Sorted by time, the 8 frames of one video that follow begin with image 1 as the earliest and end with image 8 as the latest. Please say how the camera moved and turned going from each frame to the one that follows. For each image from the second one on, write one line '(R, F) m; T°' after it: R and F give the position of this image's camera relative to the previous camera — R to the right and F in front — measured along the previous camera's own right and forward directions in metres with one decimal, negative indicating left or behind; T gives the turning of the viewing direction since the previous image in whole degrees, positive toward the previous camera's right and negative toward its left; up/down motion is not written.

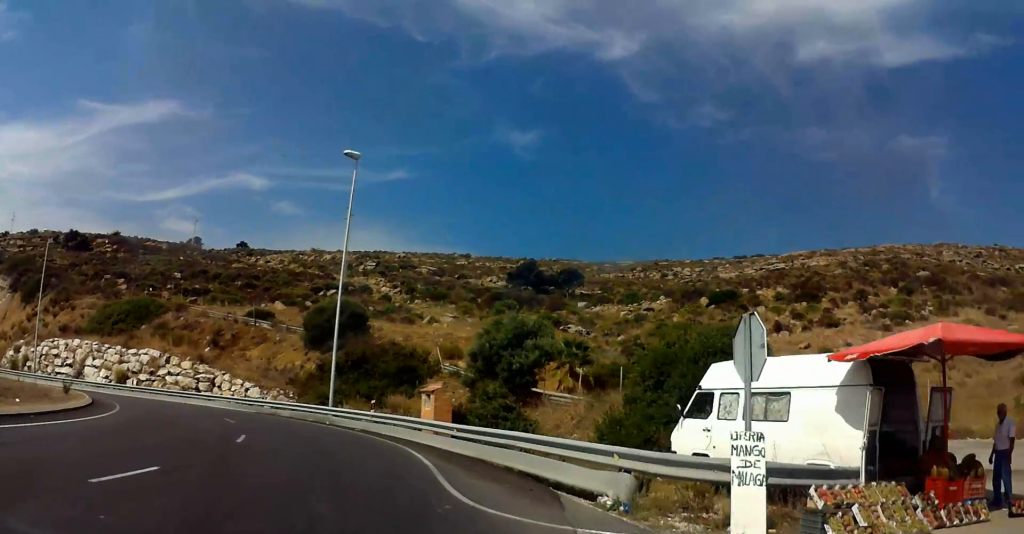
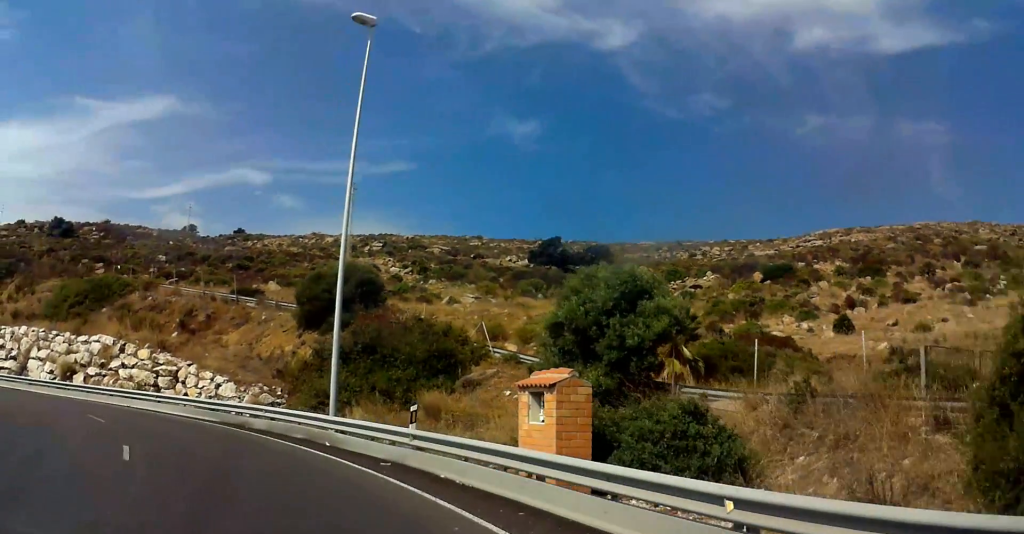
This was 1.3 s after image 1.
(-1.0, +13.0) m; -19°
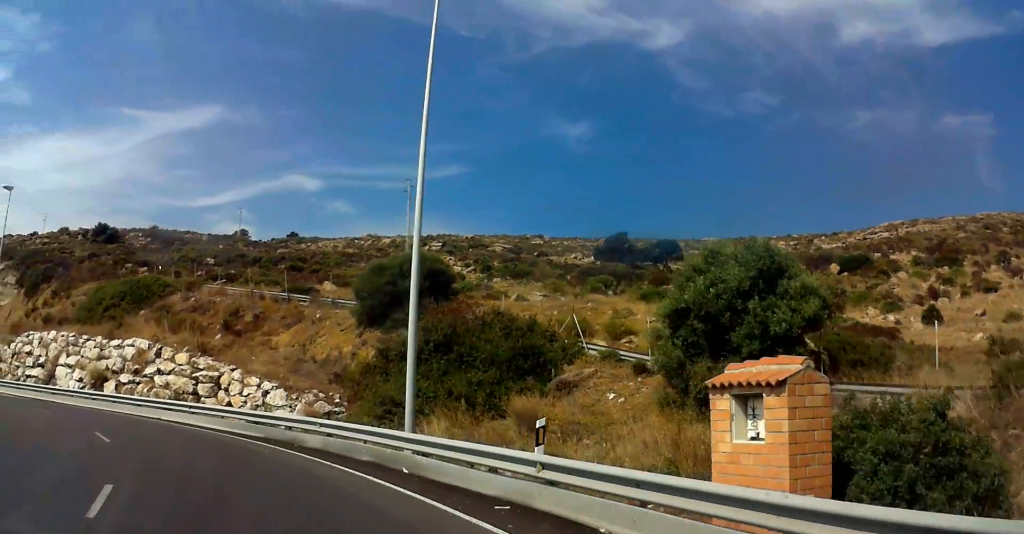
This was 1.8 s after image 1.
(+0.2, +4.5) m; -11°
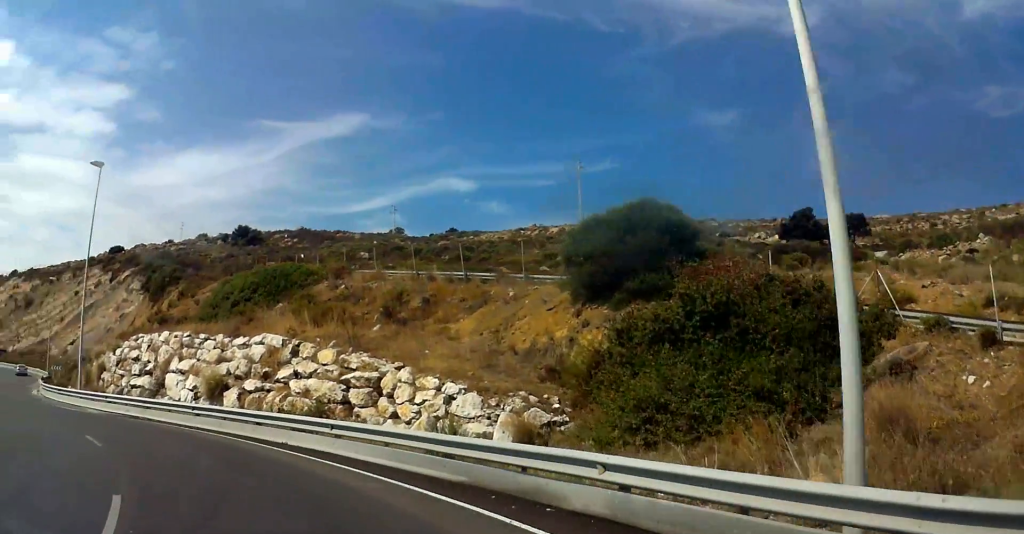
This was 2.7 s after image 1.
(-2.3, +8.0) m; -21°
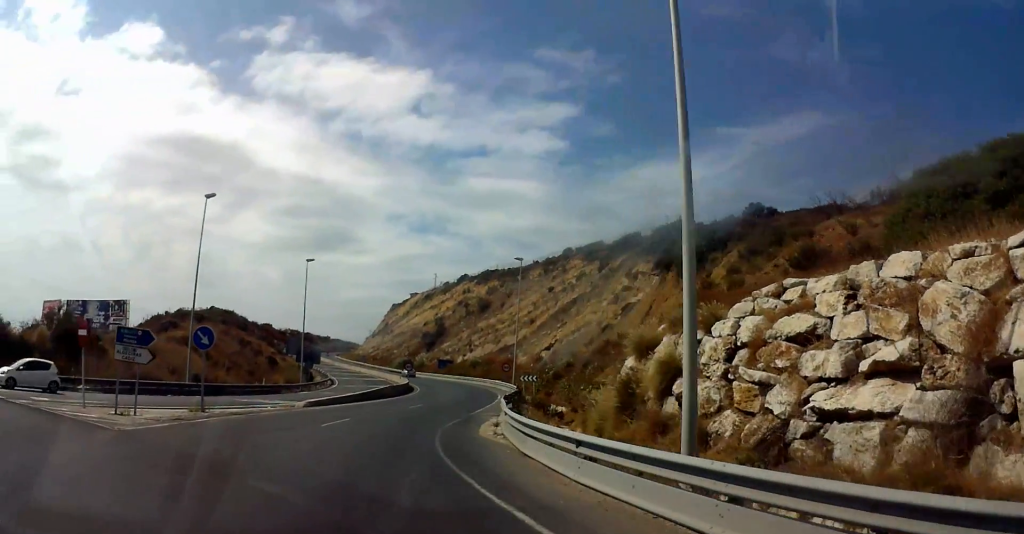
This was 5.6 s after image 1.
(-7.5, +24.3) m; -34°
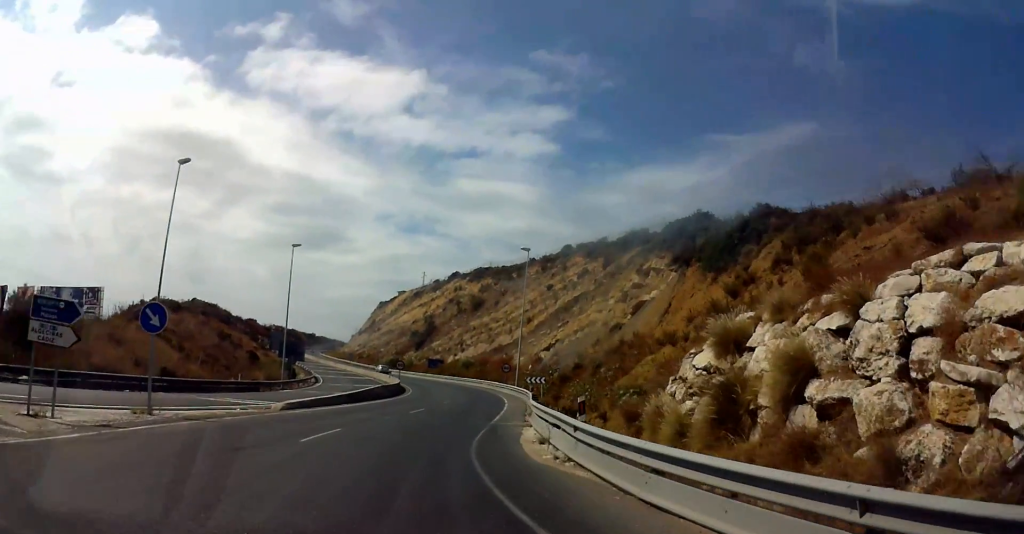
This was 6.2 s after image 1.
(-0.3, +6.6) m; -3°
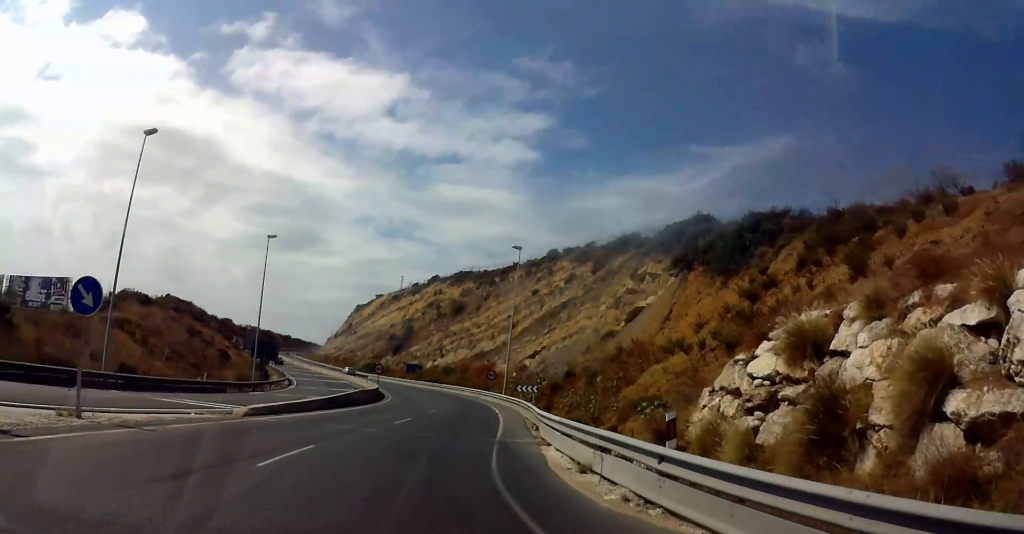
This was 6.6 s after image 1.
(-0.1, +4.6) m; -1°
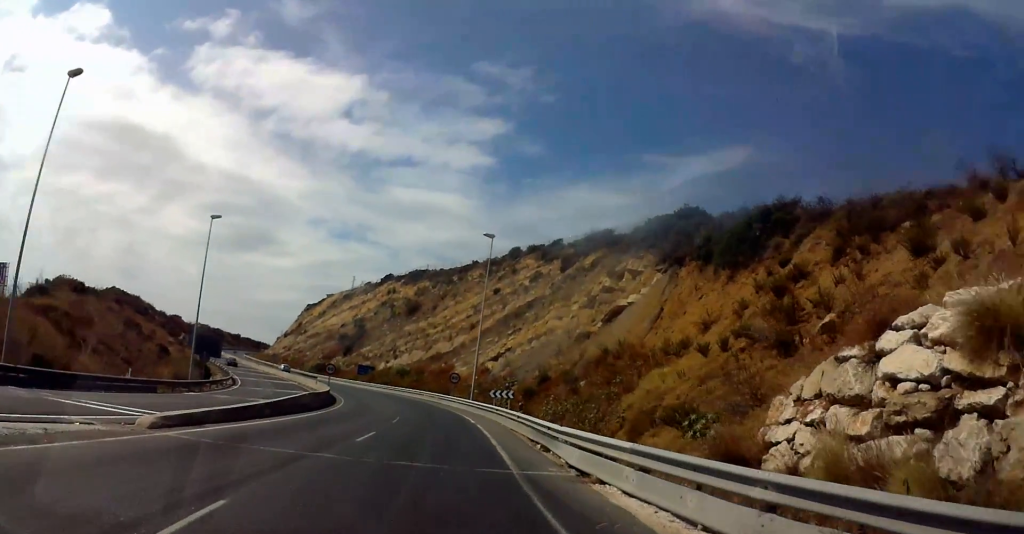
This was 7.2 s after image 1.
(0.0, +7.2) m; +6°
